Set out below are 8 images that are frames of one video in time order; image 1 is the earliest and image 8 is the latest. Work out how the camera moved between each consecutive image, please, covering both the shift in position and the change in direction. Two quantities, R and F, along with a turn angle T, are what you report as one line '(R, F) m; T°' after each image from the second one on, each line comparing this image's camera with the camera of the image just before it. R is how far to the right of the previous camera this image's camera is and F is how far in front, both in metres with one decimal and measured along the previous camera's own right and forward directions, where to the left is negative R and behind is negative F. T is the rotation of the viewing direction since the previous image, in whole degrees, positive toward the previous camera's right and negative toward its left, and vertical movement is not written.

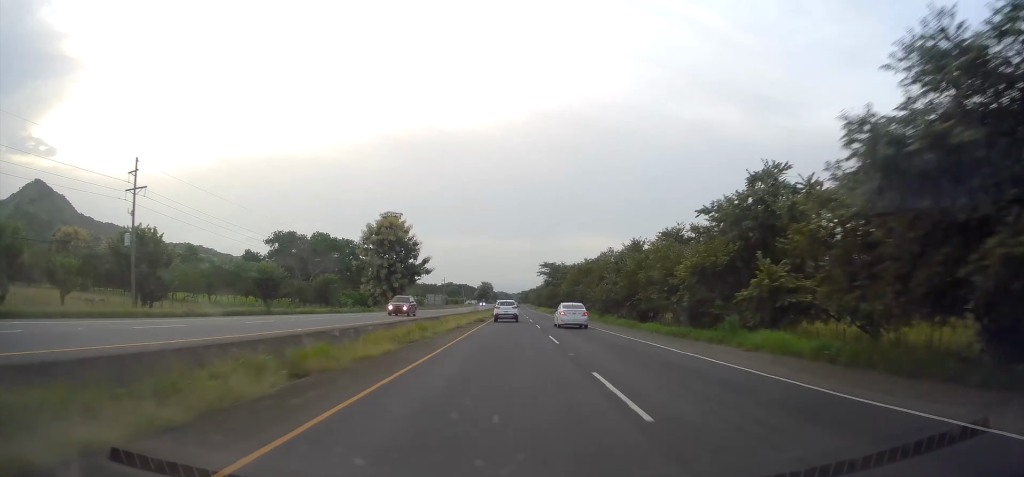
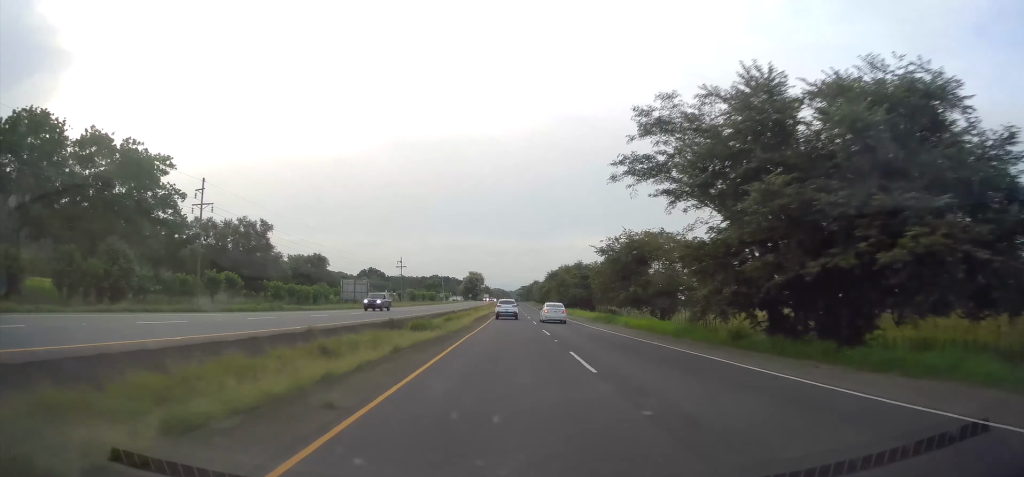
(-0.2, +89.5) m; 0°
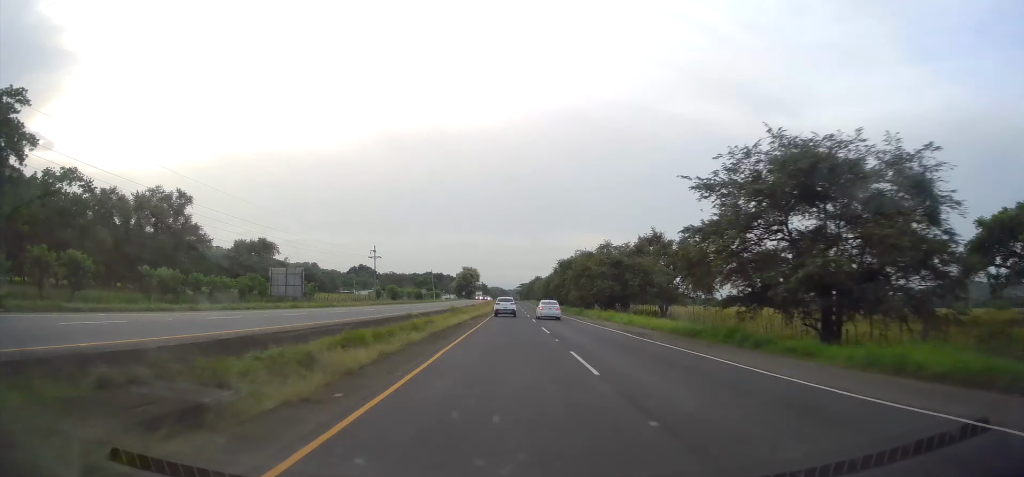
(+0.4, +28.0) m; 0°
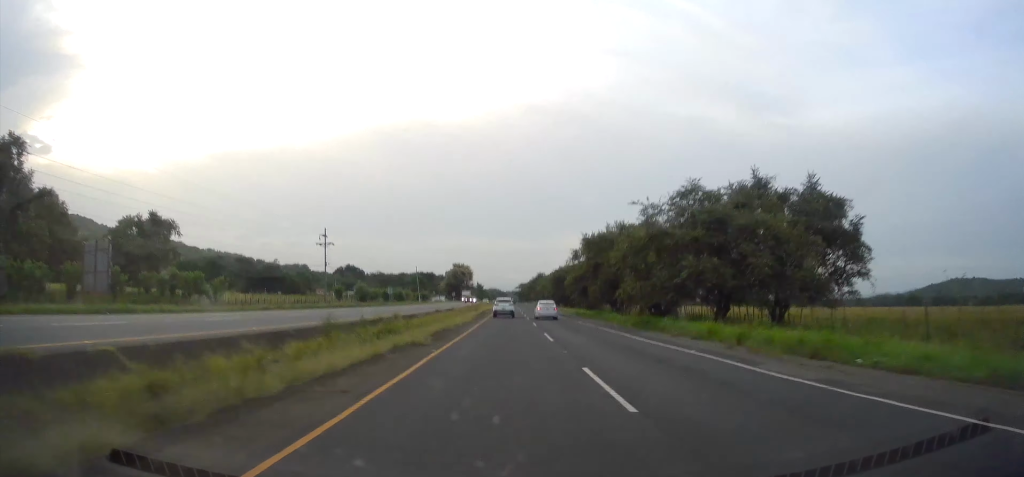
(-0.1, +32.1) m; 0°
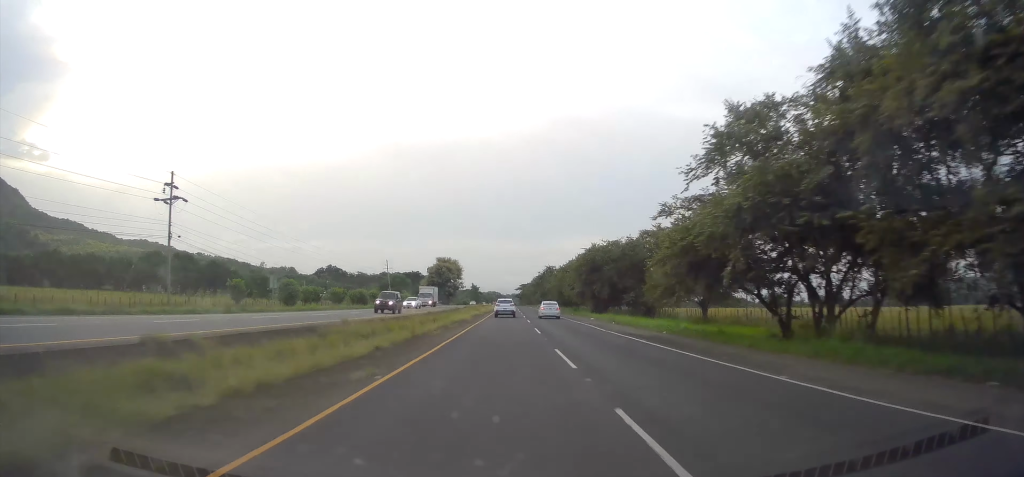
(-0.1, +44.4) m; 0°
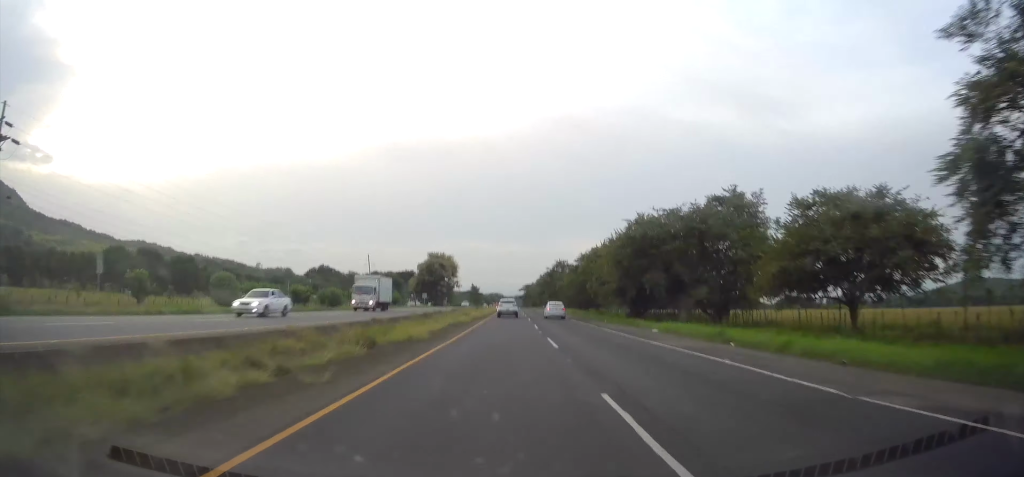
(+0.1, +22.3) m; 0°
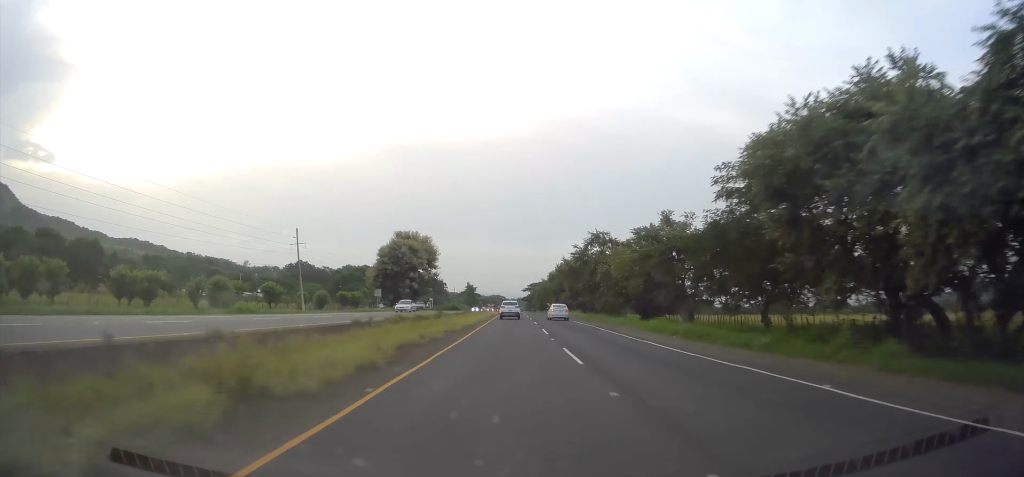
(+0.1, +44.7) m; 0°
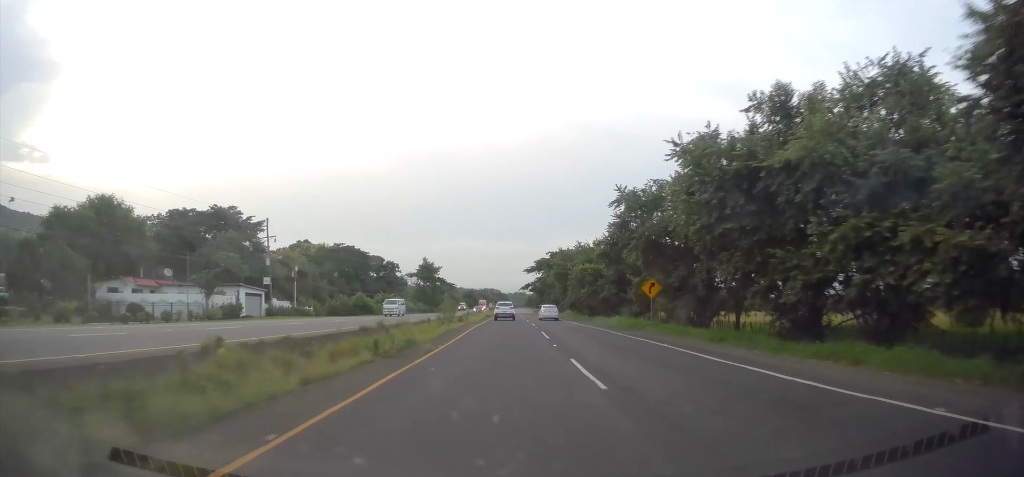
(+0.1, +111.5) m; -1°
